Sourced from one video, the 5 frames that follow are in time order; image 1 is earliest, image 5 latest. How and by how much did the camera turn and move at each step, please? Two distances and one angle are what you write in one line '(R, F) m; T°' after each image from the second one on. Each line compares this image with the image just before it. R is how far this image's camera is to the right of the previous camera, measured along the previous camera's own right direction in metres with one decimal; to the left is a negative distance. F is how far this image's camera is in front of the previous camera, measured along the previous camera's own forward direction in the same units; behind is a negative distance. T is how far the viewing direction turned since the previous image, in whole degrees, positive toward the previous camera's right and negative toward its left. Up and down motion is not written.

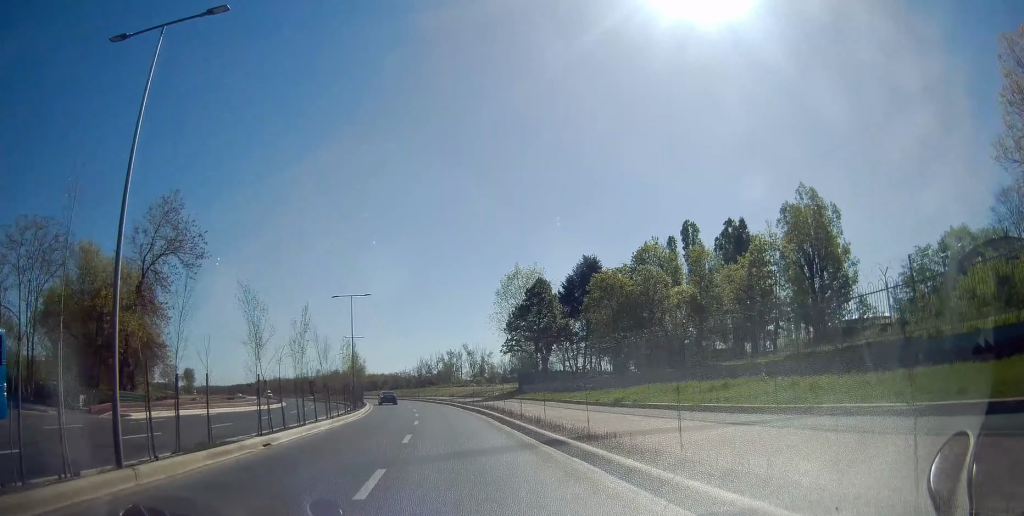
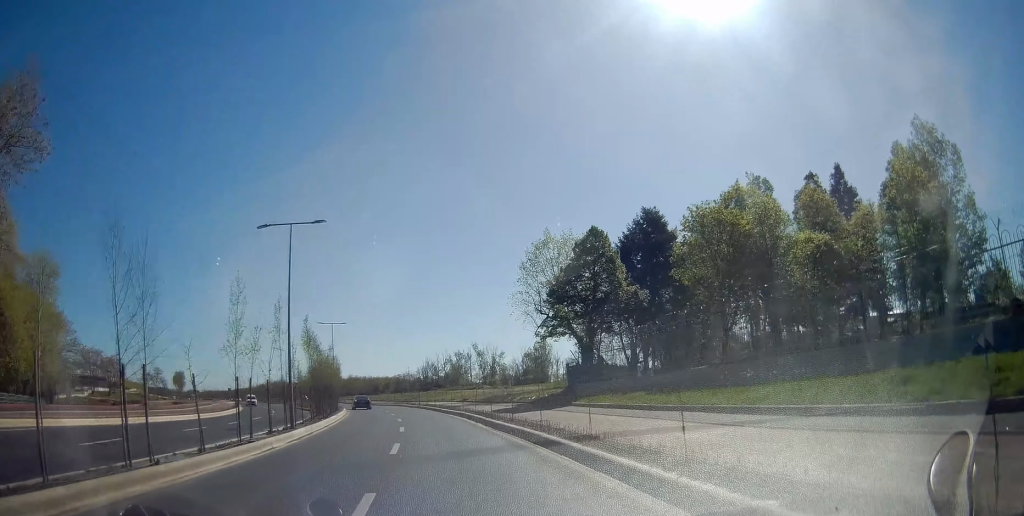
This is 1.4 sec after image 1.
(-0.6, +20.4) m; -7°
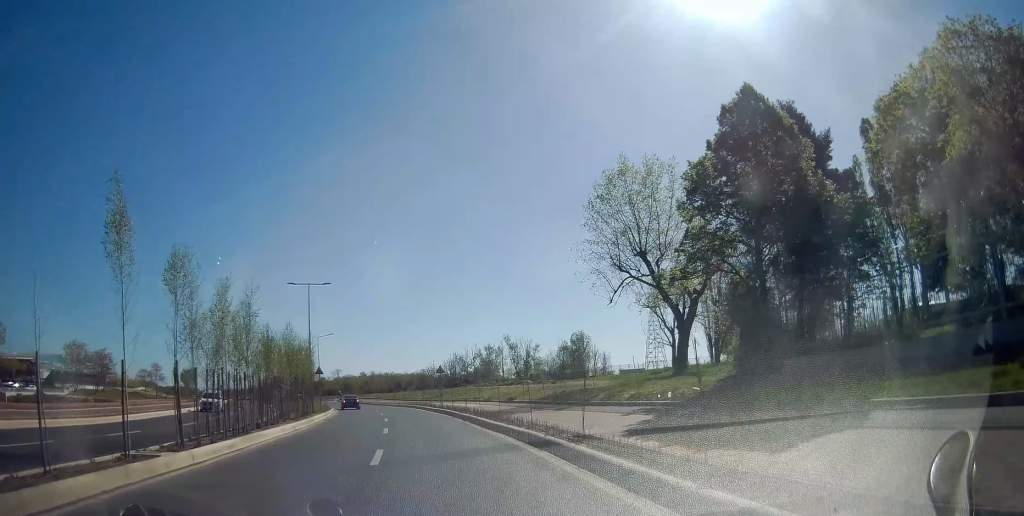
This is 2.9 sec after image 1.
(-1.7, +21.4) m; -5°
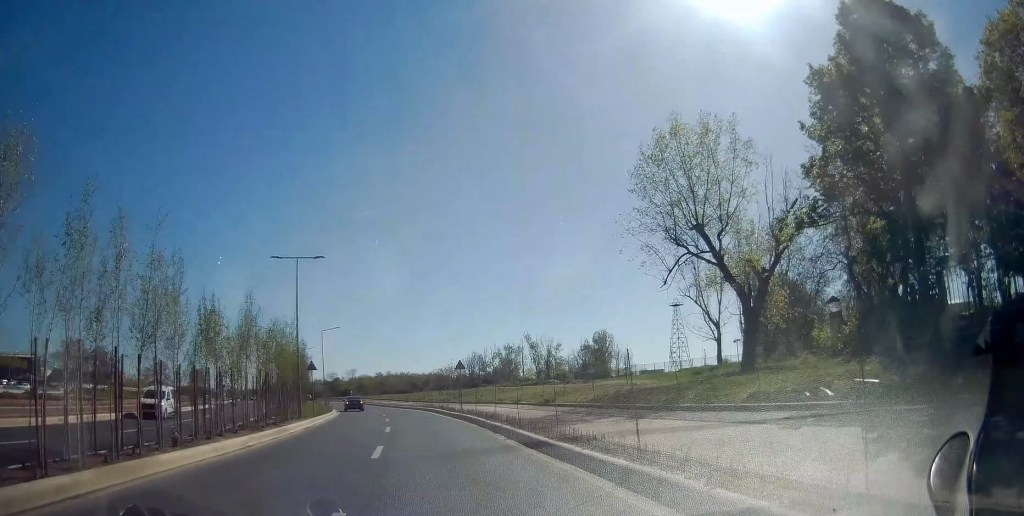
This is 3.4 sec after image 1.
(-0.1, +8.1) m; 0°
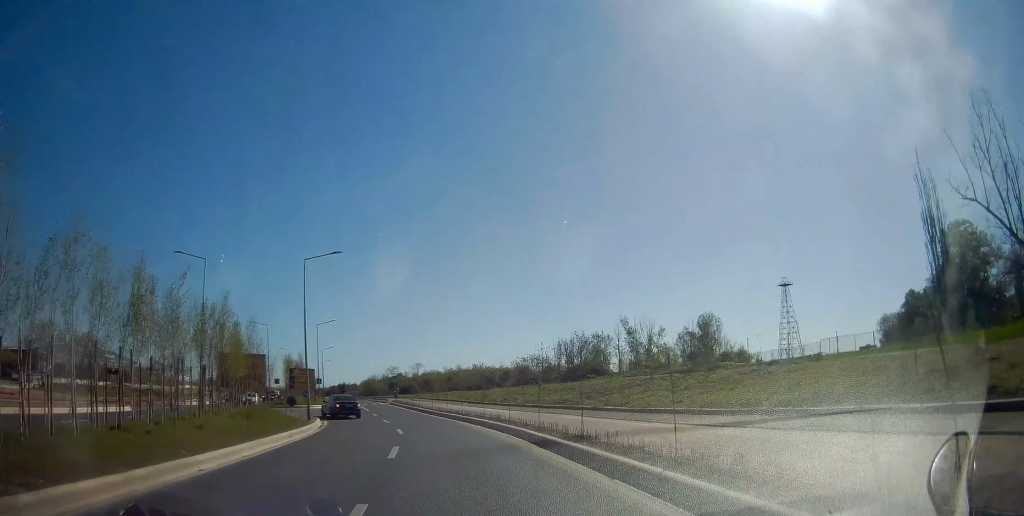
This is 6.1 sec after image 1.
(-0.7, +35.4) m; -2°
